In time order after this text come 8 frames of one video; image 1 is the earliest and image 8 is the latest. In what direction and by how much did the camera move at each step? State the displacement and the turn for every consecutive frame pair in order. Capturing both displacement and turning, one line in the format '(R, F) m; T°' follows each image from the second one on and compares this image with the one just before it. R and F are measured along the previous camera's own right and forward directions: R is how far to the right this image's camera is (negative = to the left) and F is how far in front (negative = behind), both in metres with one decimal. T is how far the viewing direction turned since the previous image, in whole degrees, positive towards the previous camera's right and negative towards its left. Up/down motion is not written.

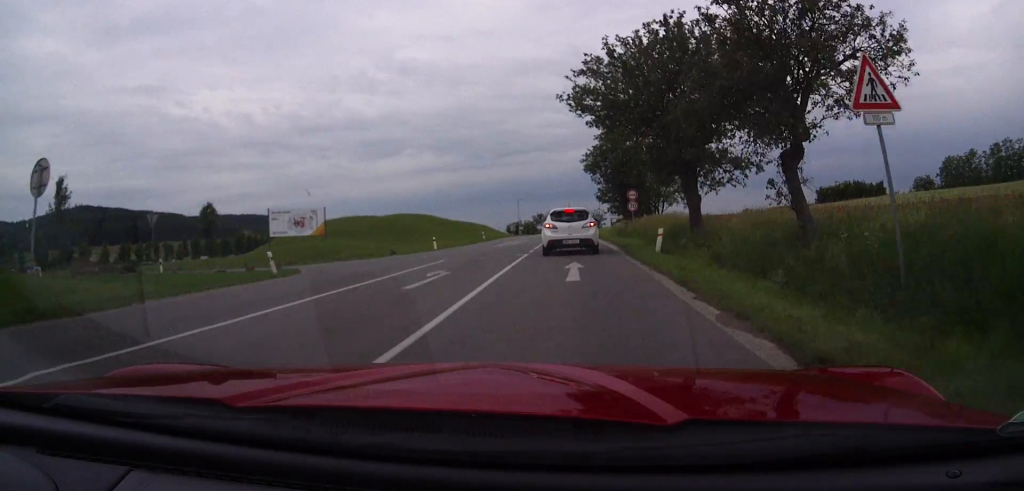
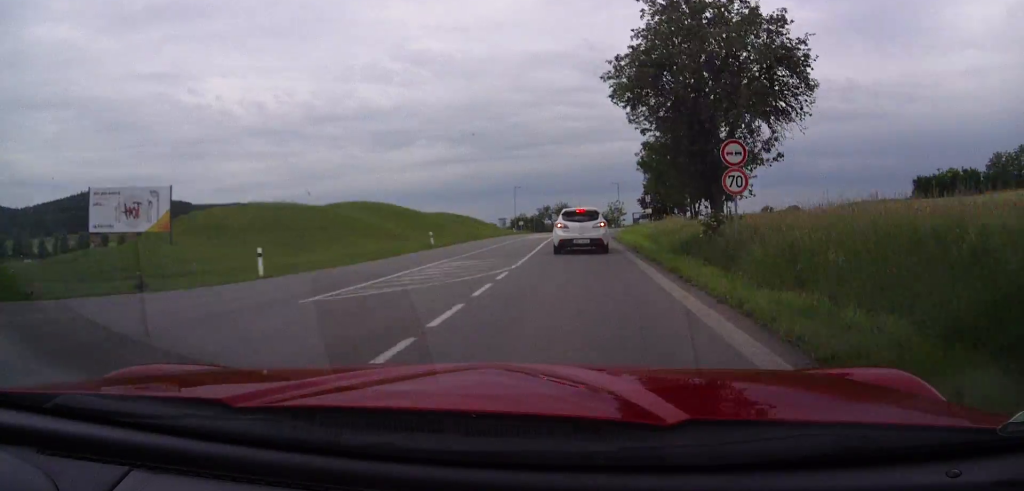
(0.0, +27.1) m; 0°
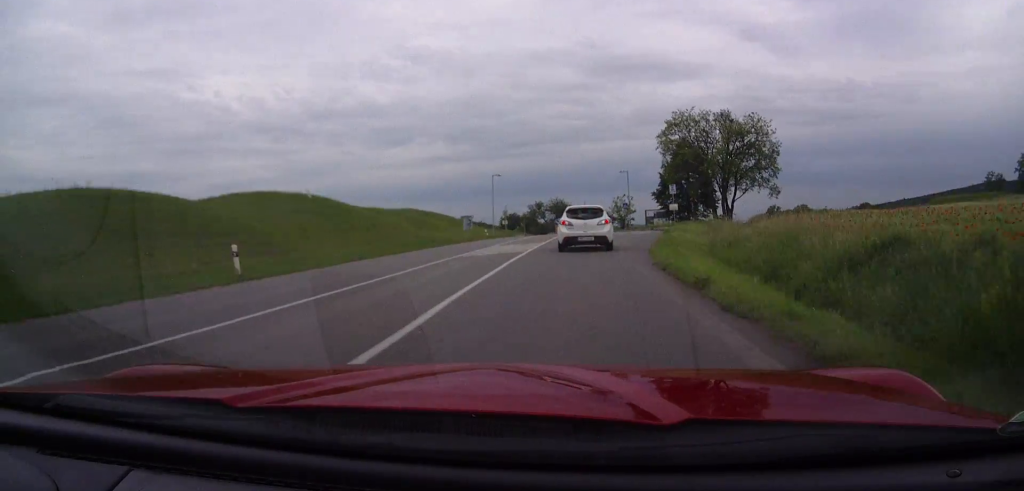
(-0.2, +23.1) m; 0°
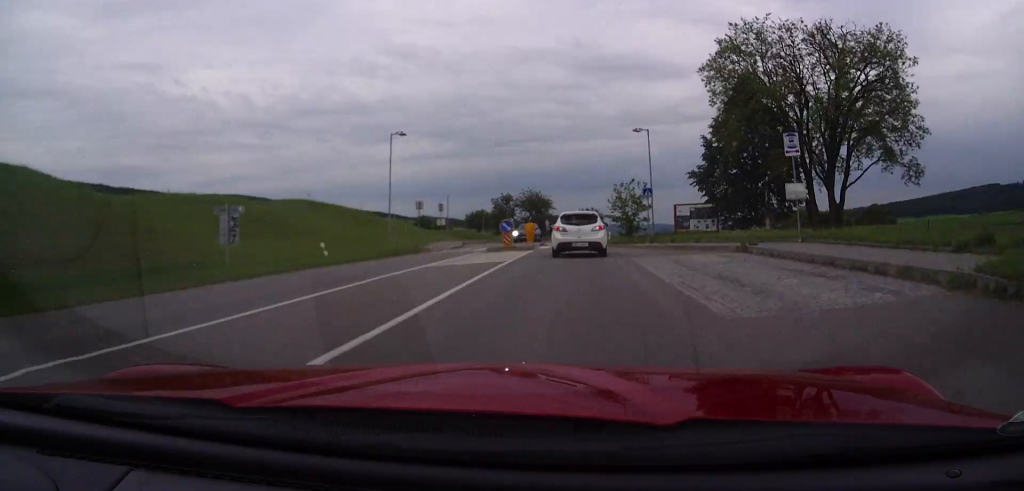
(+0.2, +37.8) m; +1°
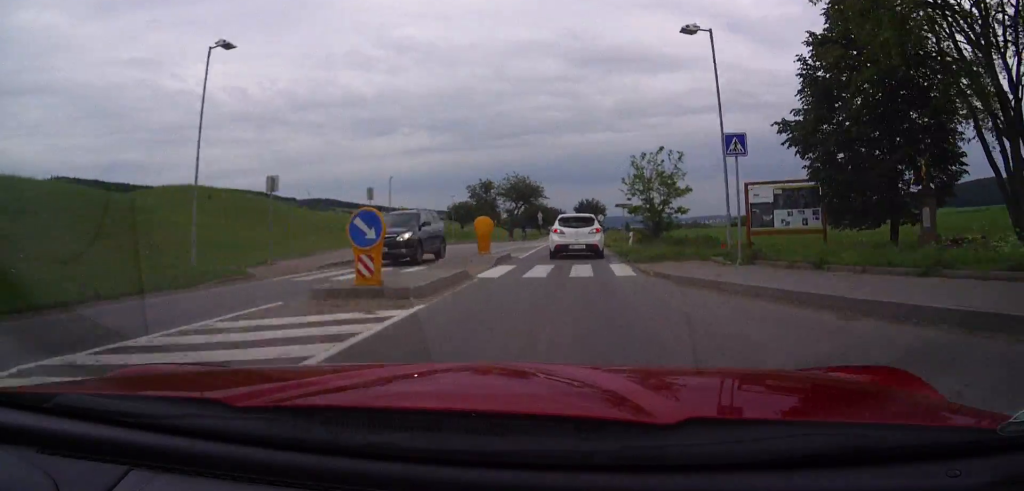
(+0.1, +21.8) m; 0°
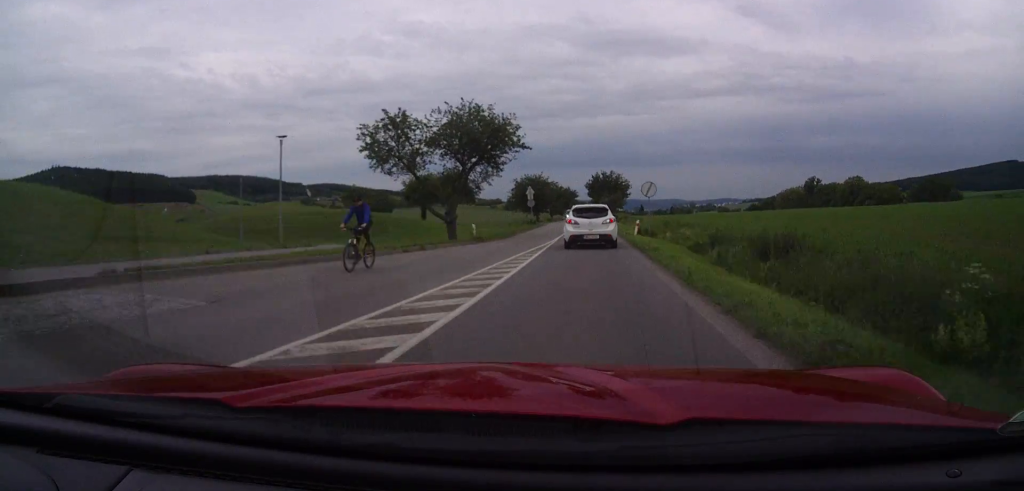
(-0.2, +39.9) m; -1°
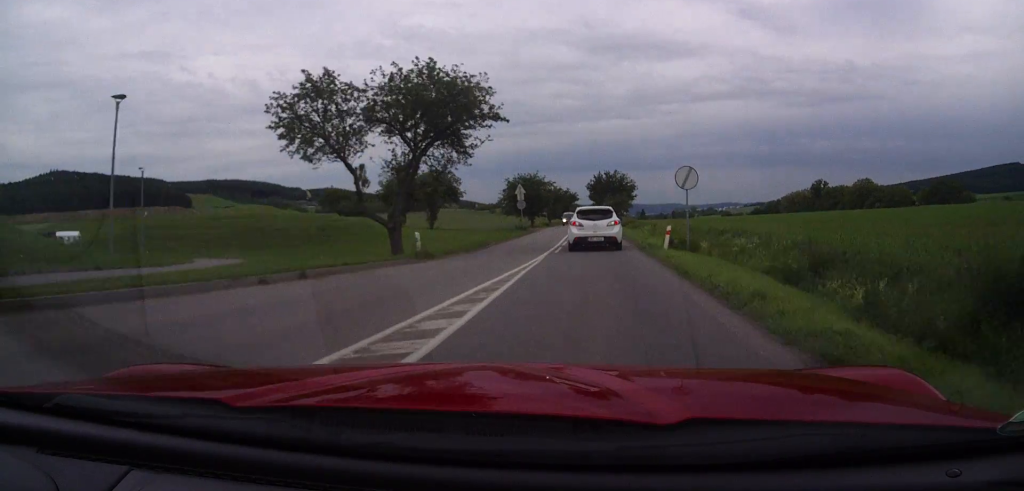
(0.0, +9.8) m; 0°
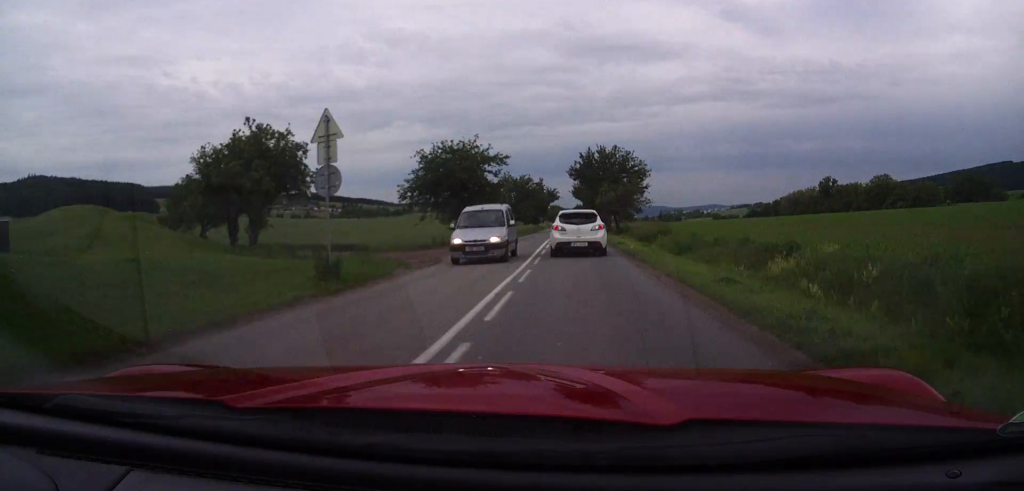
(0.0, +35.7) m; 0°
